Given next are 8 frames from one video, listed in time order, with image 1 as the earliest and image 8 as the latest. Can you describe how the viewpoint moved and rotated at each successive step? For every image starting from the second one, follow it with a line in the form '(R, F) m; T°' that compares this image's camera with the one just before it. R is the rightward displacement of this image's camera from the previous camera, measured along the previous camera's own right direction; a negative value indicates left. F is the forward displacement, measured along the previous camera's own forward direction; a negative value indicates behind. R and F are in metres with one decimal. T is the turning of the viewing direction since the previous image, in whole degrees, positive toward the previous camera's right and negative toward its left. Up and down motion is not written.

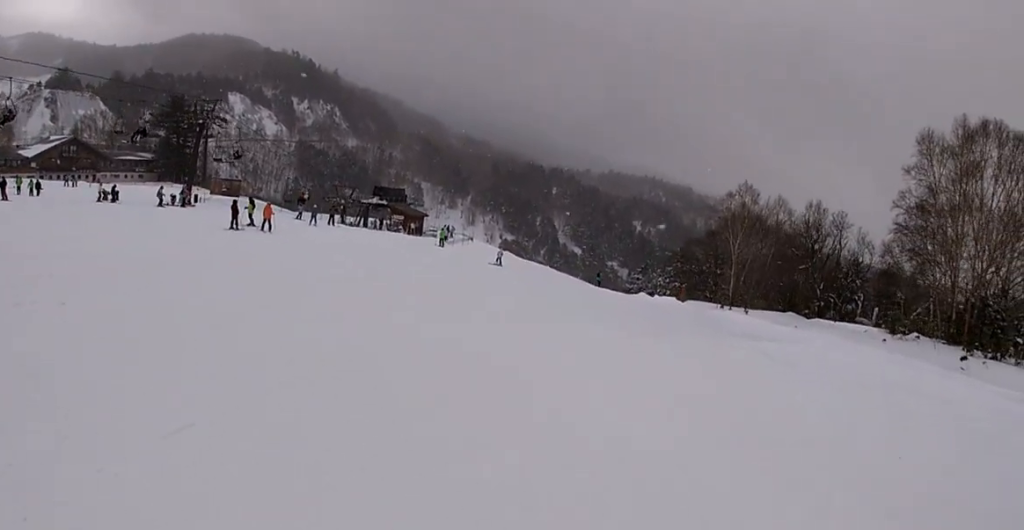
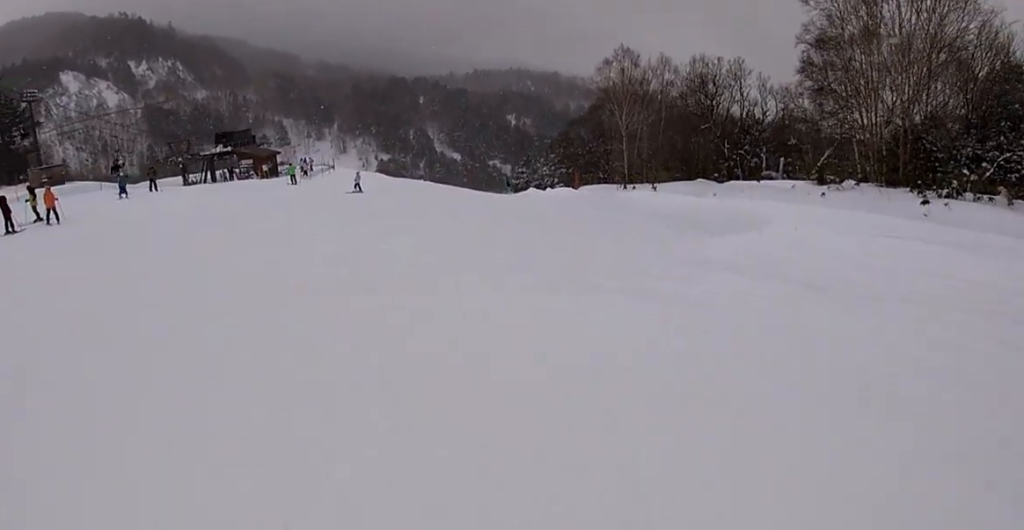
(+0.6, +6.1) m; +5°
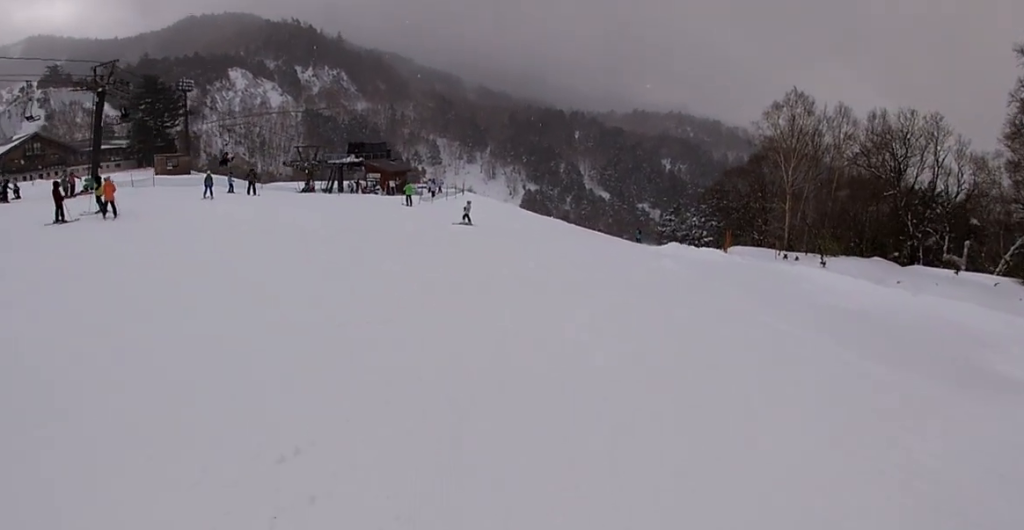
(0.0, +5.7) m; -10°
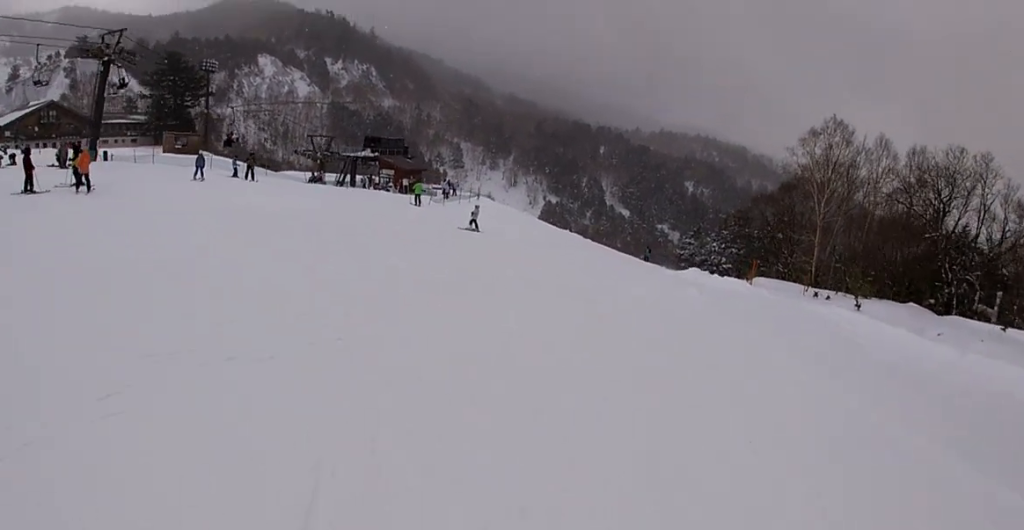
(0.0, +2.6) m; -9°
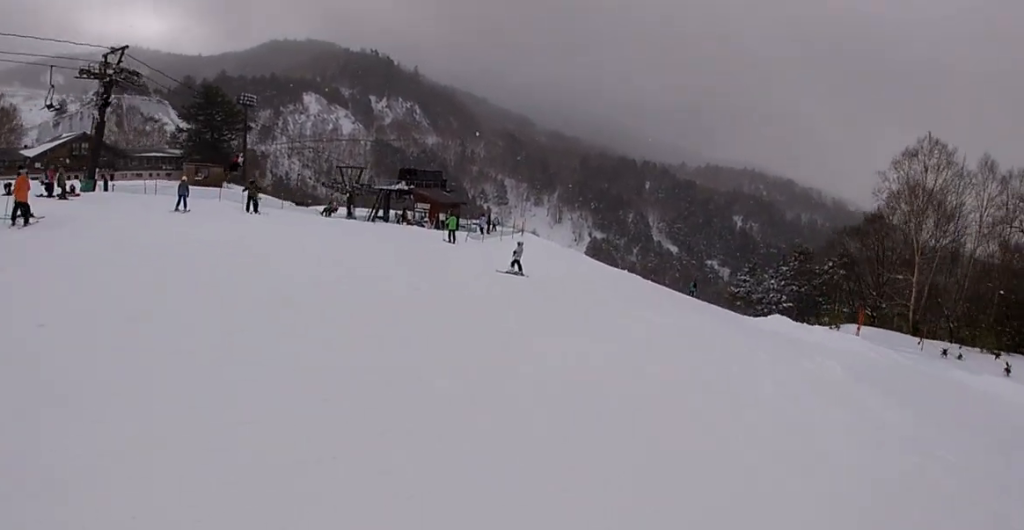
(-1.1, +5.5) m; -4°
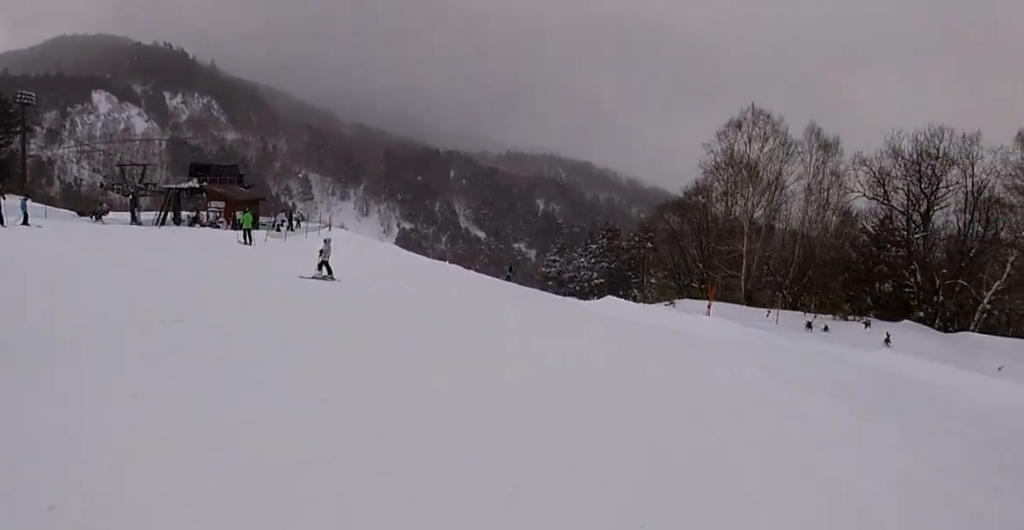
(+0.5, +3.6) m; +14°
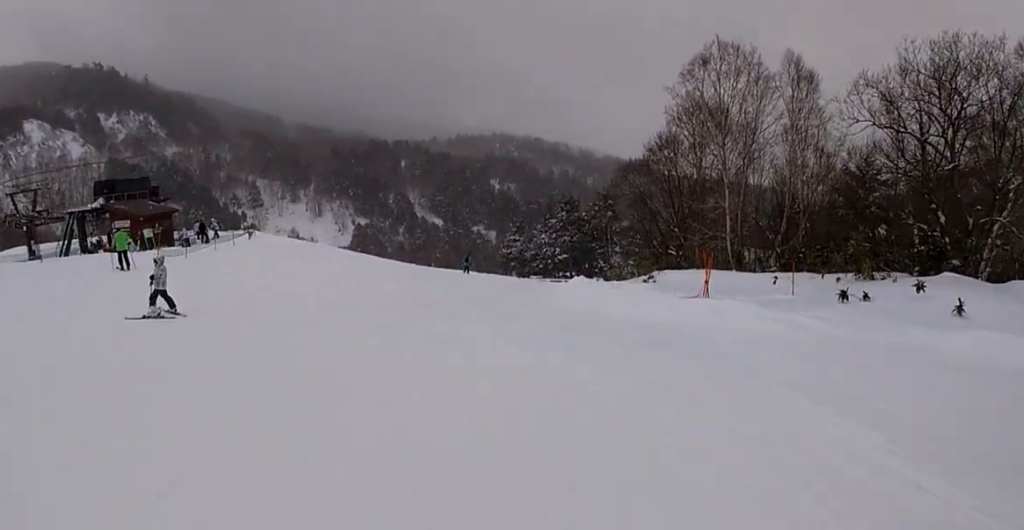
(+1.2, +5.5) m; +11°
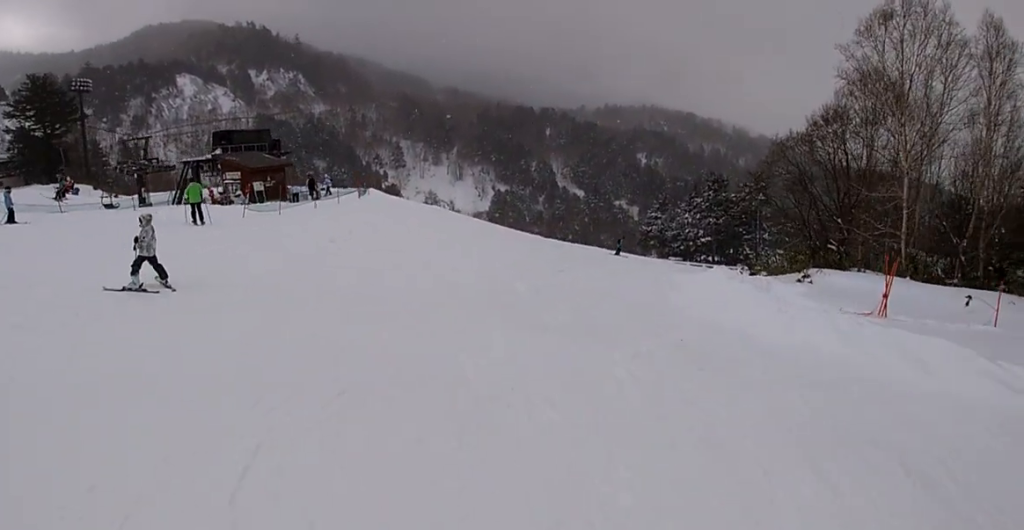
(-0.2, +3.8) m; -6°
